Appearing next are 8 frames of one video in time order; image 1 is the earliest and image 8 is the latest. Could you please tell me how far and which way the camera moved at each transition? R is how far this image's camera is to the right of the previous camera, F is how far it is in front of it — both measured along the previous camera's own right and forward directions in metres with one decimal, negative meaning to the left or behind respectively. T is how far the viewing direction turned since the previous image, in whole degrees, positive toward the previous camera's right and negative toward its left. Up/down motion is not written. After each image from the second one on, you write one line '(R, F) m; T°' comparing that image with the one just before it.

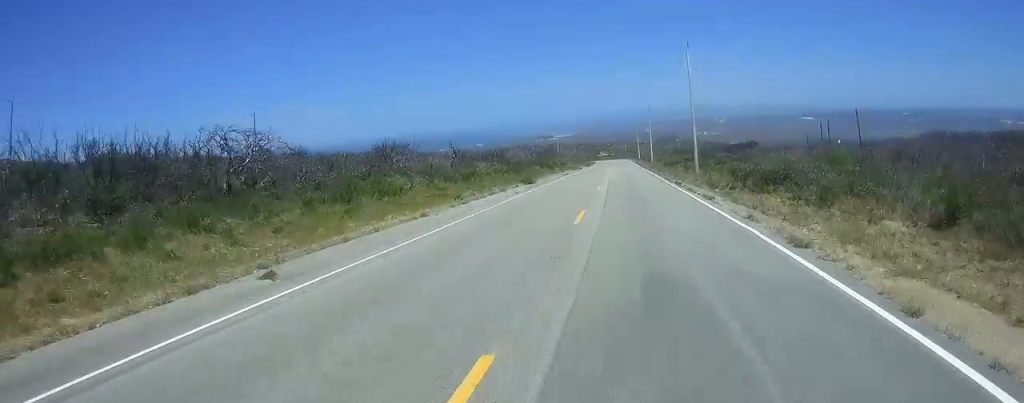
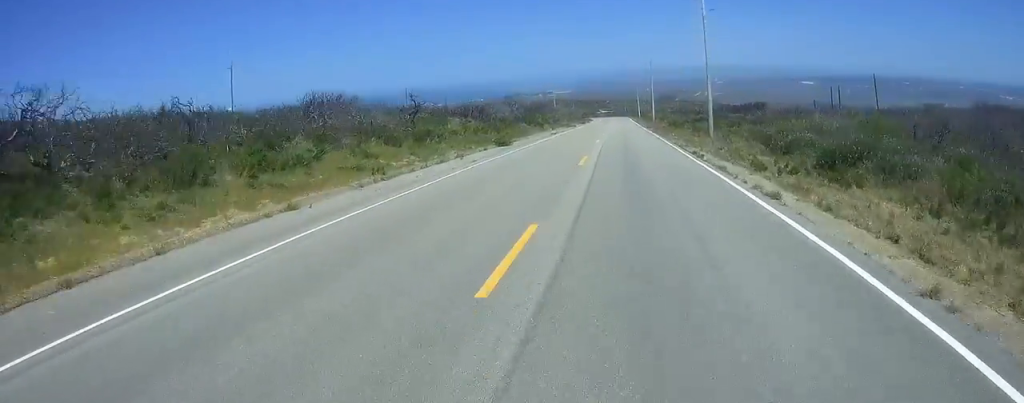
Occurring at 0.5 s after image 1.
(0.0, +10.5) m; 0°
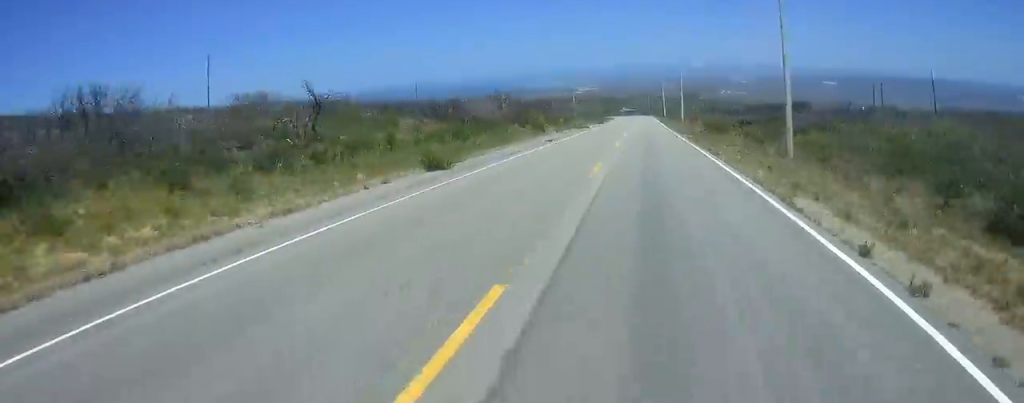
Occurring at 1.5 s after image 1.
(0.0, +18.4) m; 0°
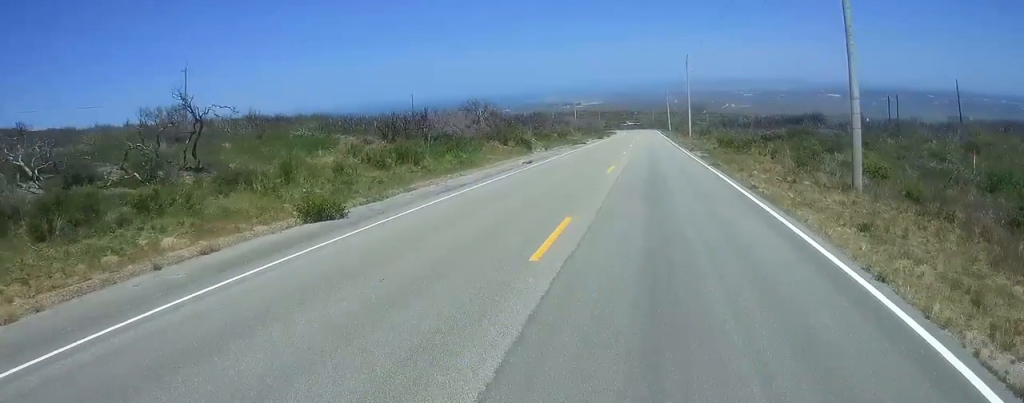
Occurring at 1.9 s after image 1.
(0.0, +9.3) m; 0°
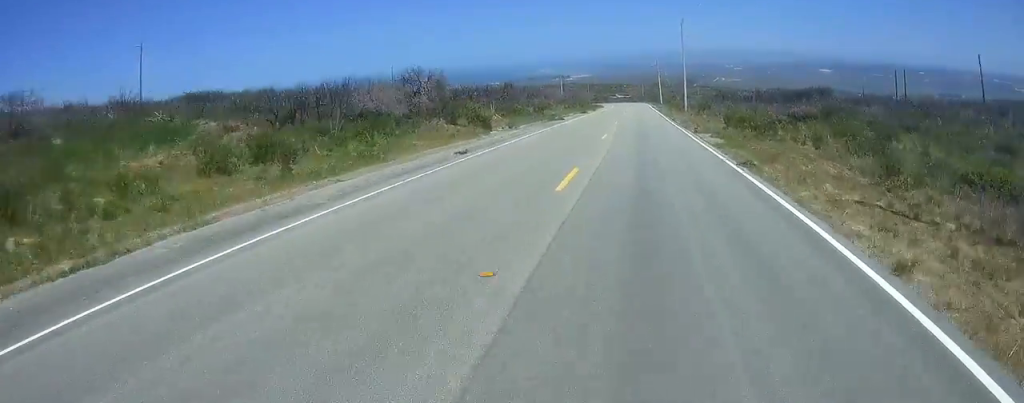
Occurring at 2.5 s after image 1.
(0.0, +11.3) m; 0°
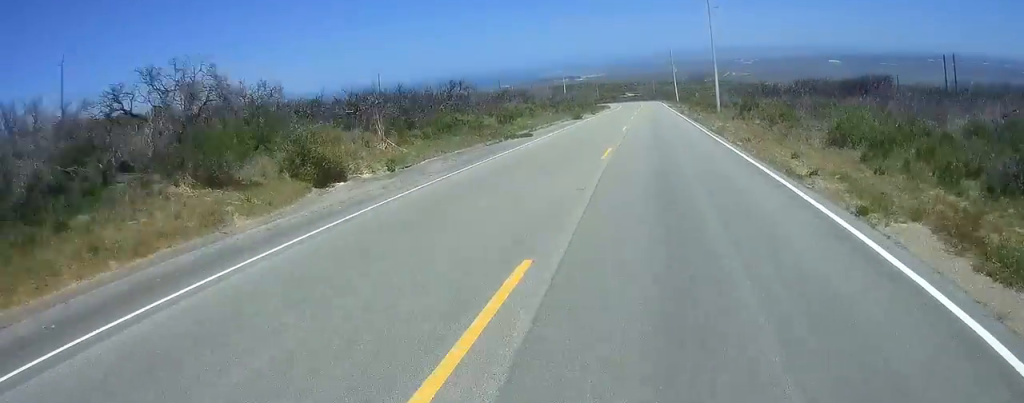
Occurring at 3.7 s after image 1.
(-0.2, +23.8) m; 0°
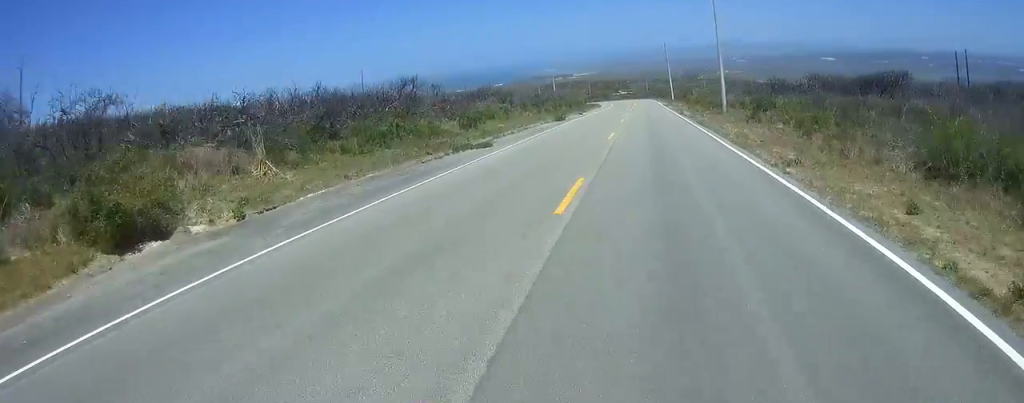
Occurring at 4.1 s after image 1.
(-0.1, +8.6) m; 0°
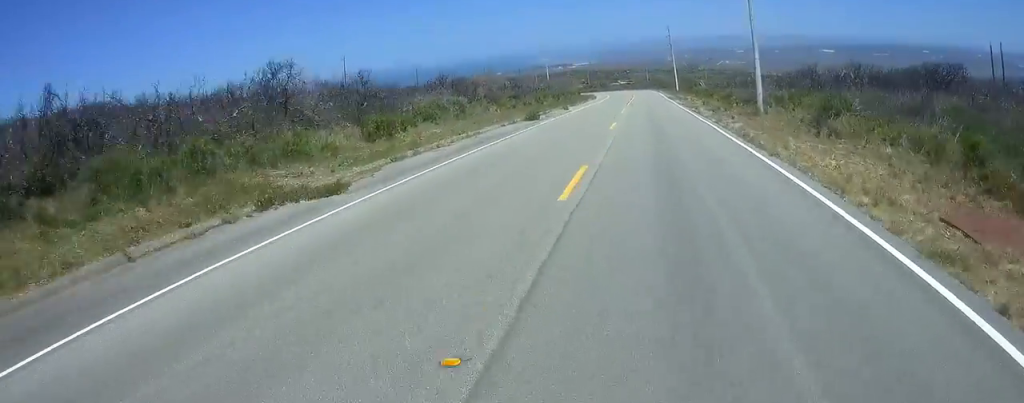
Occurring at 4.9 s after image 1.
(+0.3, +14.8) m; +1°
